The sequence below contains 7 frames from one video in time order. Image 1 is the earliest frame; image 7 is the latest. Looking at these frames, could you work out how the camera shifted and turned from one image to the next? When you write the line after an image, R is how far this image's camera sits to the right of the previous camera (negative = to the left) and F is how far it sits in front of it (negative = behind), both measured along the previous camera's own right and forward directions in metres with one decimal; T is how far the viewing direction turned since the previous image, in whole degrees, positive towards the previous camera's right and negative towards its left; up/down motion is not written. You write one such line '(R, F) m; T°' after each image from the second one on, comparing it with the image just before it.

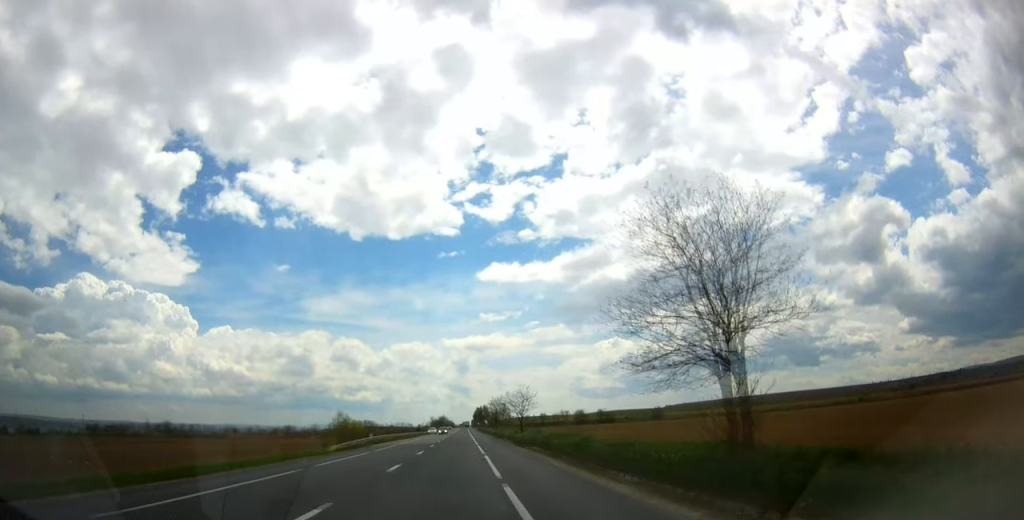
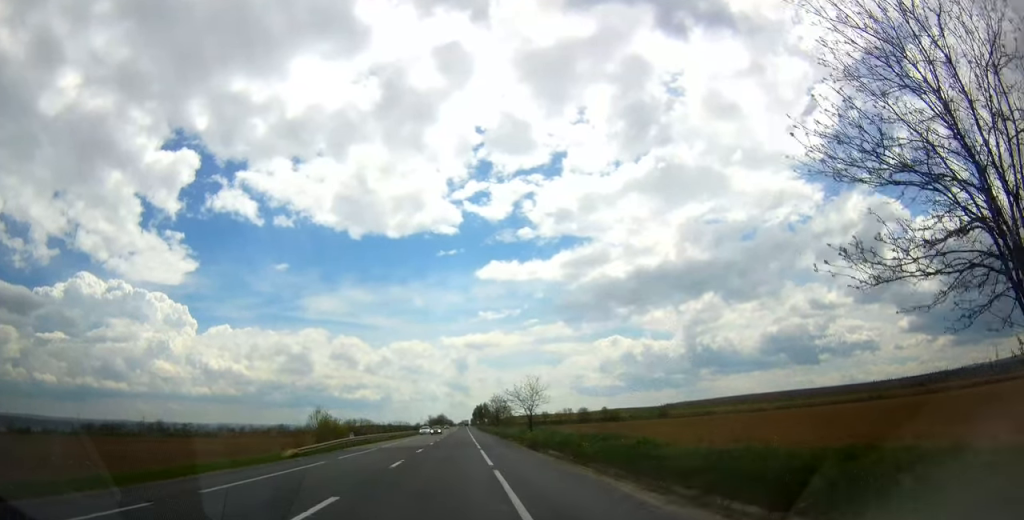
(+0.1, +10.3) m; 0°
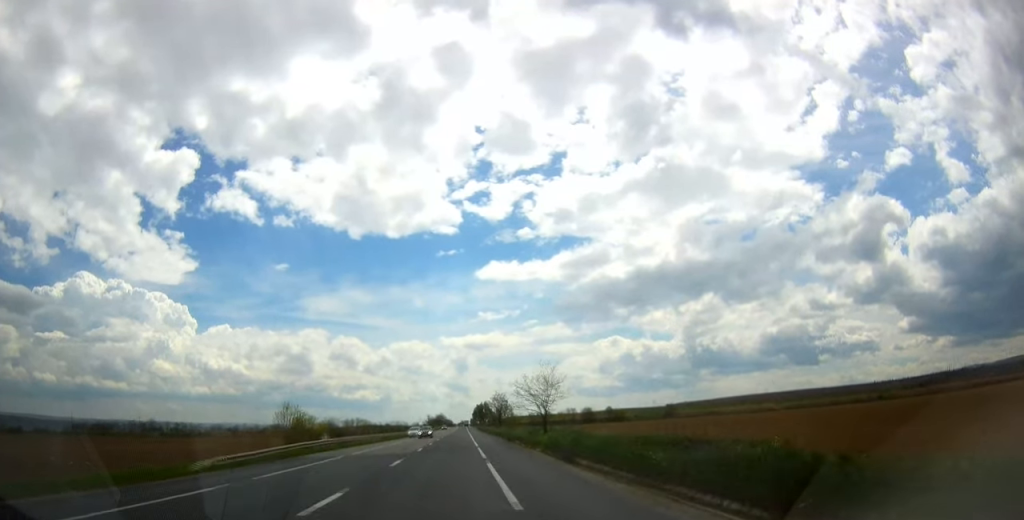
(0.0, +10.5) m; 0°
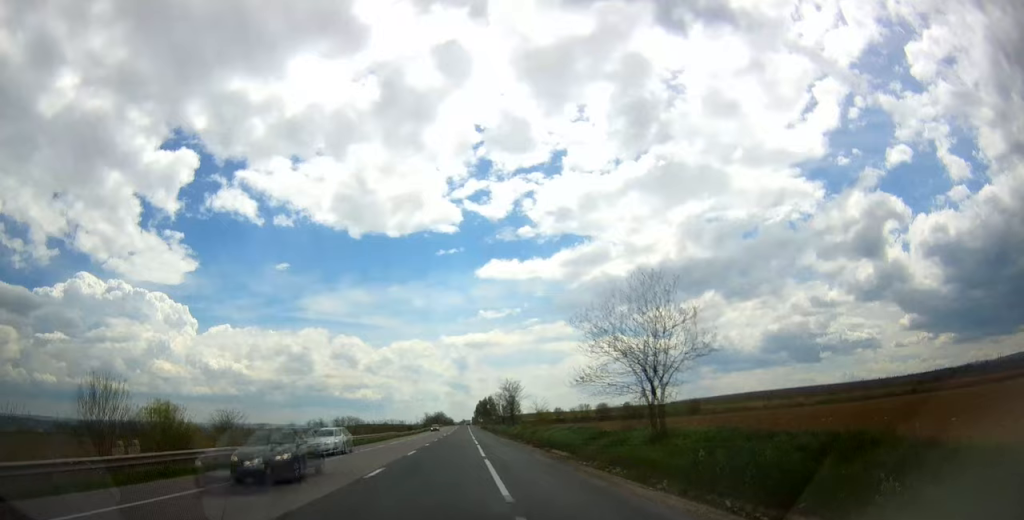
(-0.3, +28.2) m; 0°
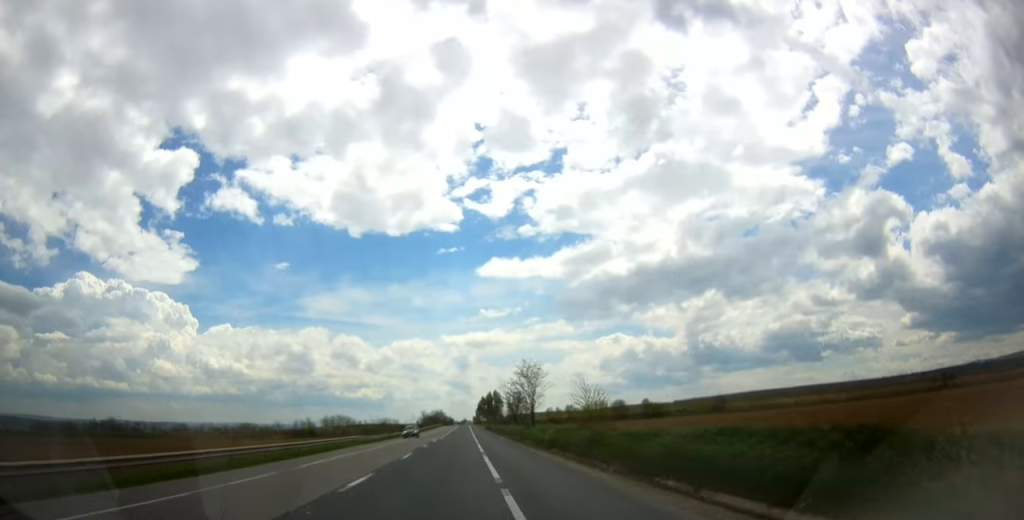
(+0.1, +25.8) m; 0°
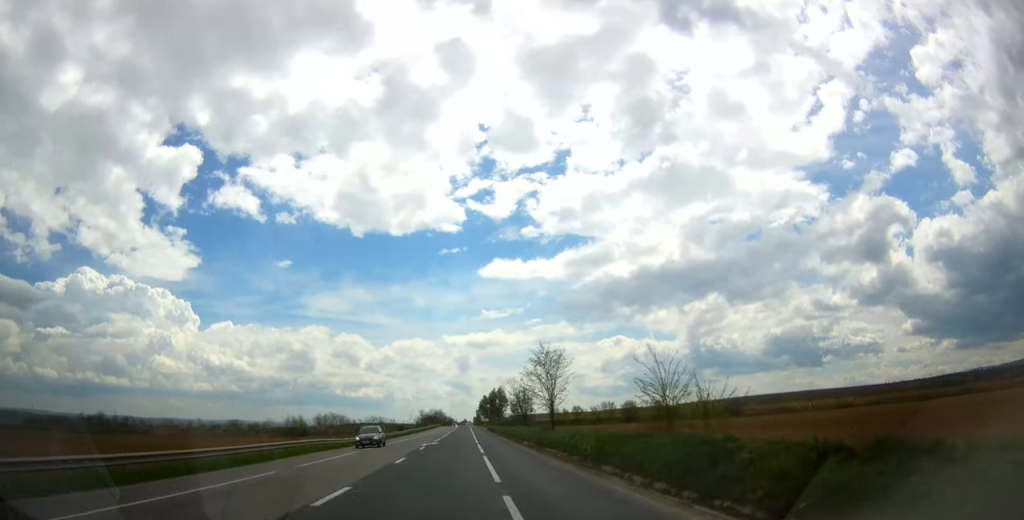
(+0.3, +14.0) m; 0°
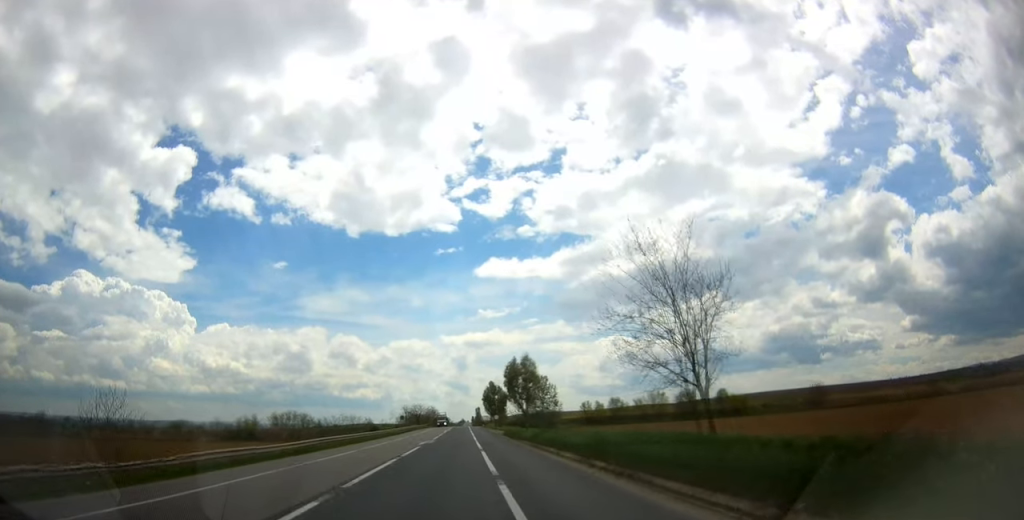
(+0.1, +57.5) m; +1°
